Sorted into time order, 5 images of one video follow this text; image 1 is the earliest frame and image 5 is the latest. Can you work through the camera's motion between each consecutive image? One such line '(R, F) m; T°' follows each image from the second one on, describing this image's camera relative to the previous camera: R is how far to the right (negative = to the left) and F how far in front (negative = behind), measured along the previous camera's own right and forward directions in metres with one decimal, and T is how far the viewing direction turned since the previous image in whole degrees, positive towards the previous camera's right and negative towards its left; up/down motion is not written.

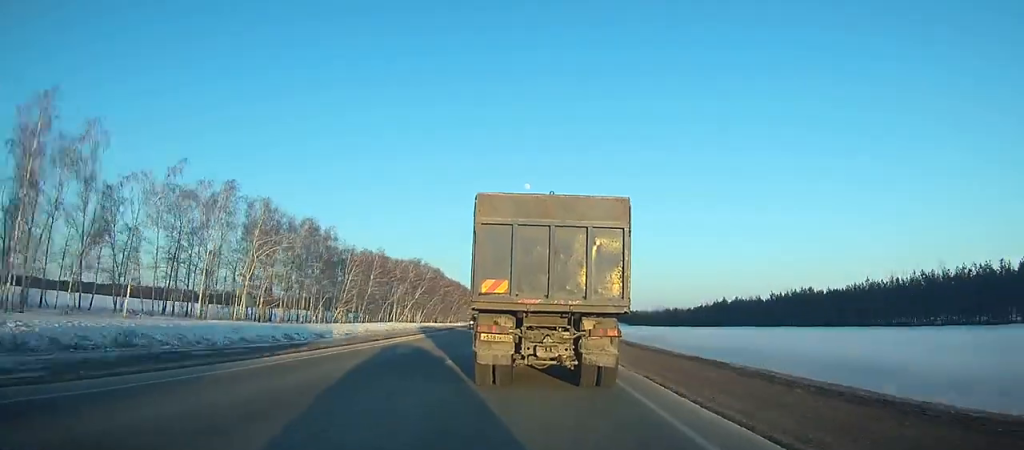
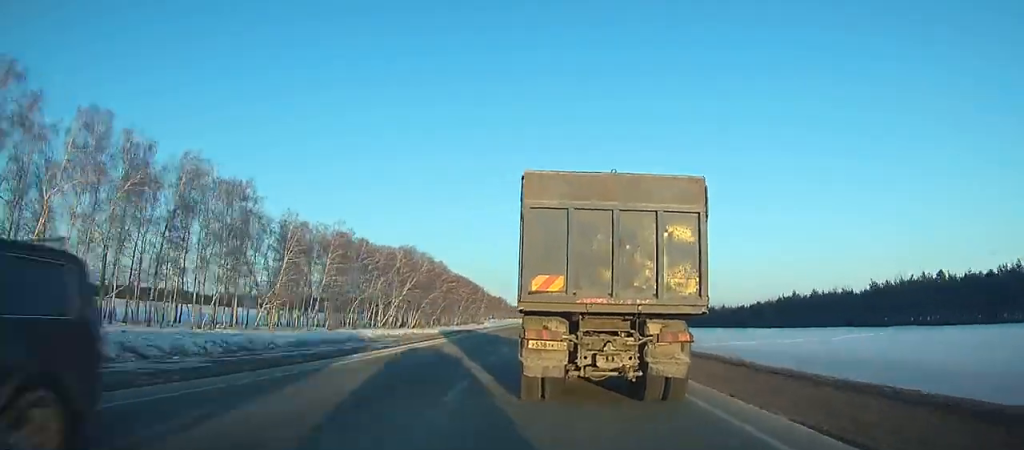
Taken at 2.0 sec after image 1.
(0.0, +41.9) m; -1°
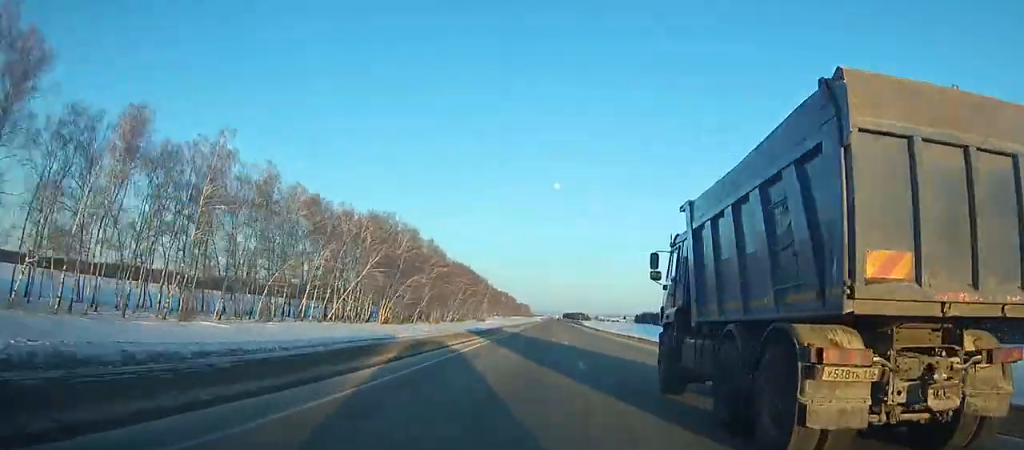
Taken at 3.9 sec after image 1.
(-0.8, +42.8) m; 0°
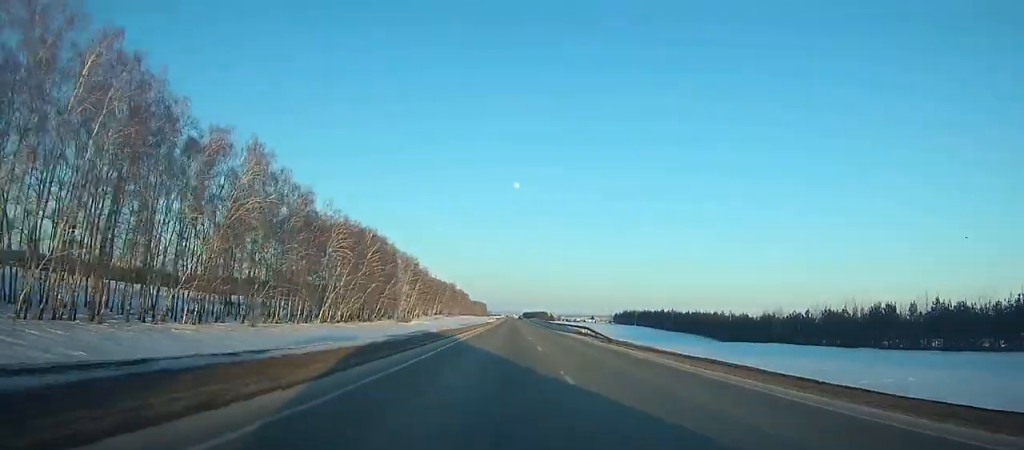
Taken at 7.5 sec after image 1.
(+1.2, +86.5) m; +2°
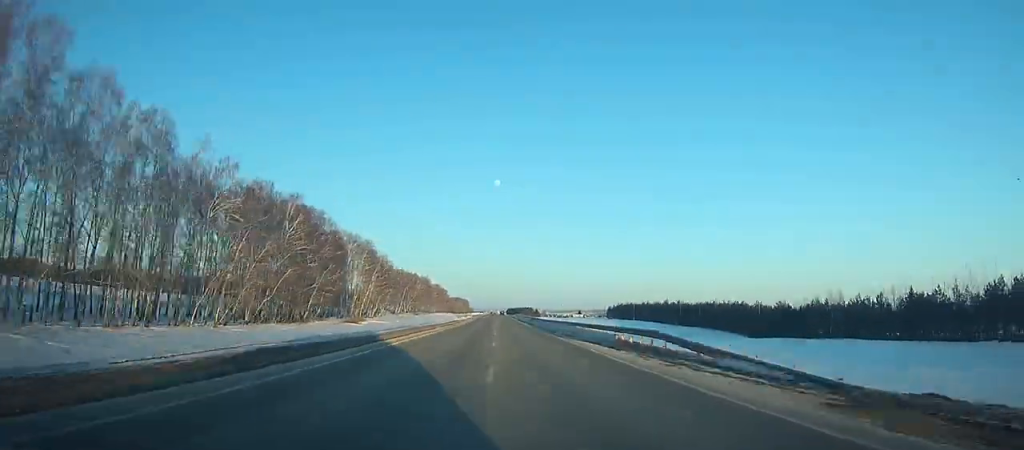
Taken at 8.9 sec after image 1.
(+0.4, +36.3) m; 0°
